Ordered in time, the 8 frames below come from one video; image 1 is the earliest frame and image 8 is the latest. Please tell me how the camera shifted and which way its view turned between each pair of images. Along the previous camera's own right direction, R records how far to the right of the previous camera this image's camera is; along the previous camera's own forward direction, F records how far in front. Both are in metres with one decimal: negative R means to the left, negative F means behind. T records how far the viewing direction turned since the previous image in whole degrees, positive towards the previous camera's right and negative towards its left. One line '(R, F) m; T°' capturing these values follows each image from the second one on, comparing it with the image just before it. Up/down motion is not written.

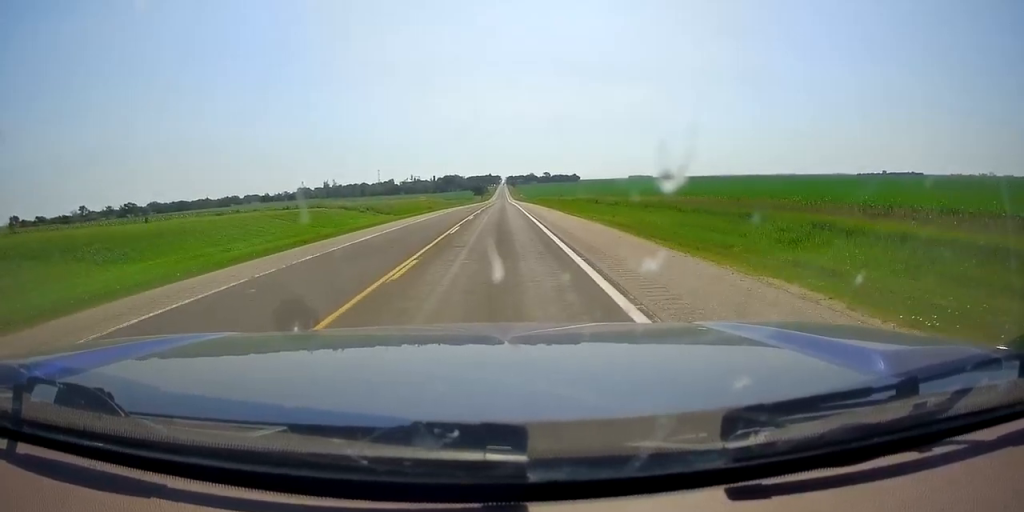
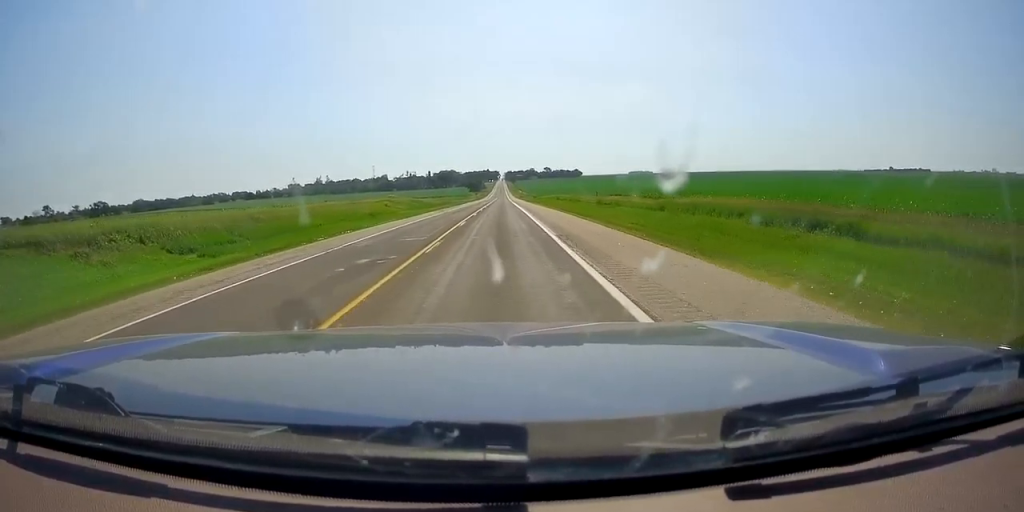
(0.0, +43.8) m; 0°
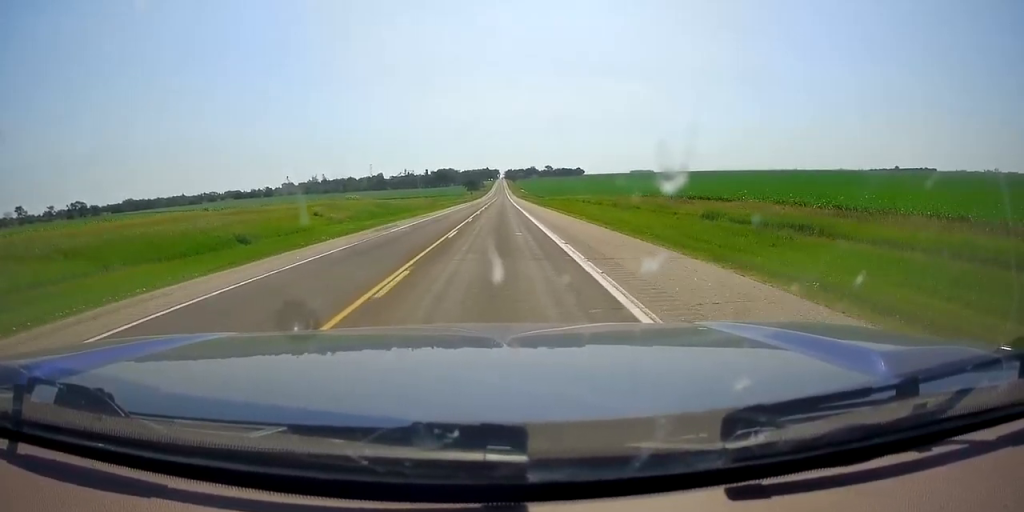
(0.0, +31.0) m; 0°
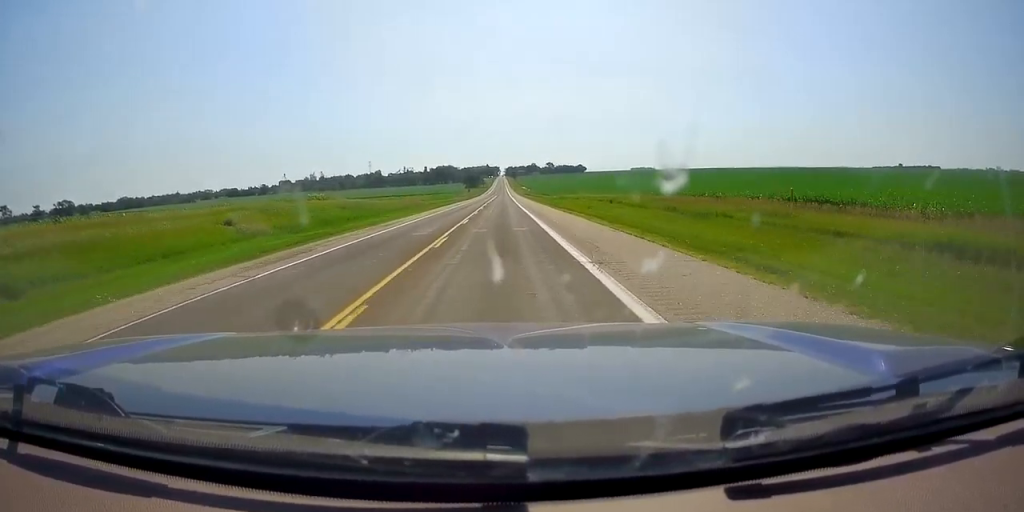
(0.0, +16.8) m; +1°
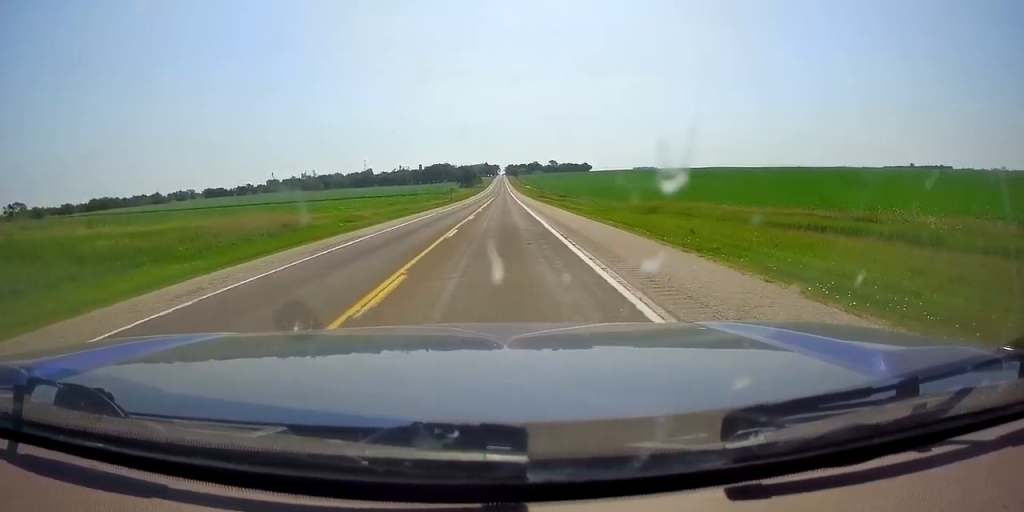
(+0.5, +57.7) m; 0°
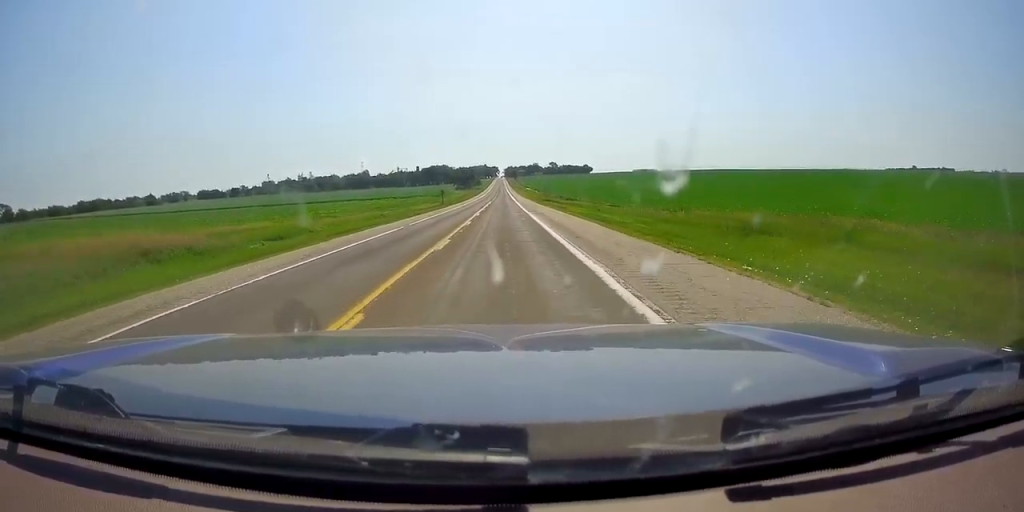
(-0.2, +15.7) m; 0°
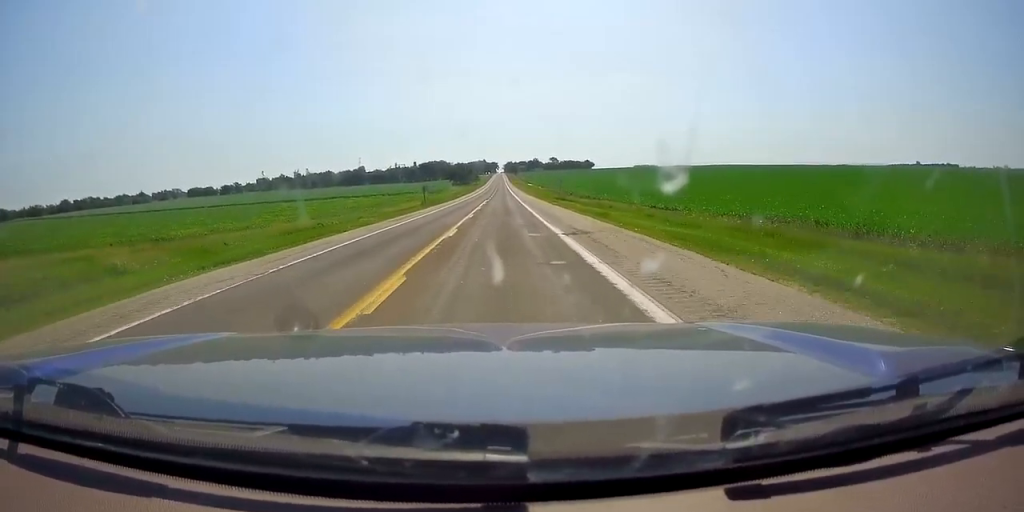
(0.0, +21.4) m; 0°
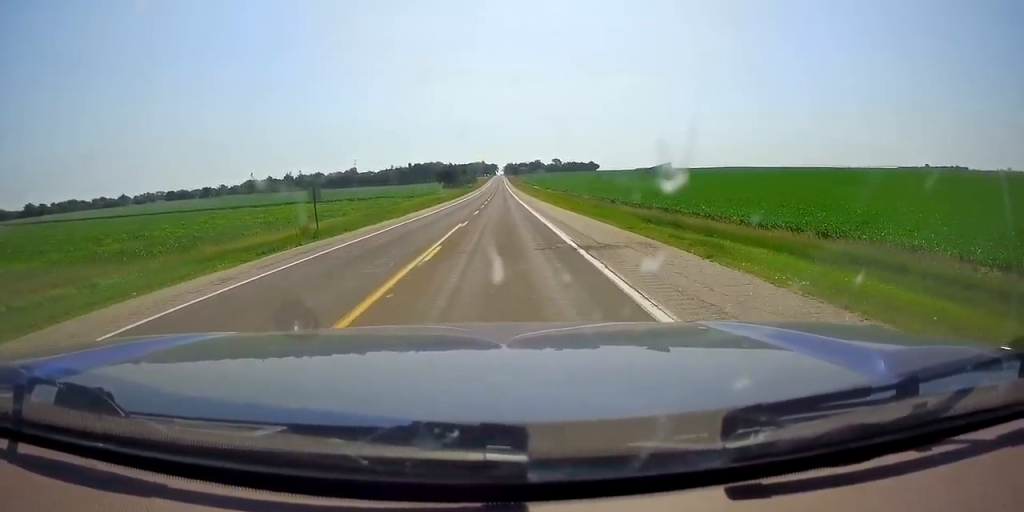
(0.0, +43.3) m; 0°
